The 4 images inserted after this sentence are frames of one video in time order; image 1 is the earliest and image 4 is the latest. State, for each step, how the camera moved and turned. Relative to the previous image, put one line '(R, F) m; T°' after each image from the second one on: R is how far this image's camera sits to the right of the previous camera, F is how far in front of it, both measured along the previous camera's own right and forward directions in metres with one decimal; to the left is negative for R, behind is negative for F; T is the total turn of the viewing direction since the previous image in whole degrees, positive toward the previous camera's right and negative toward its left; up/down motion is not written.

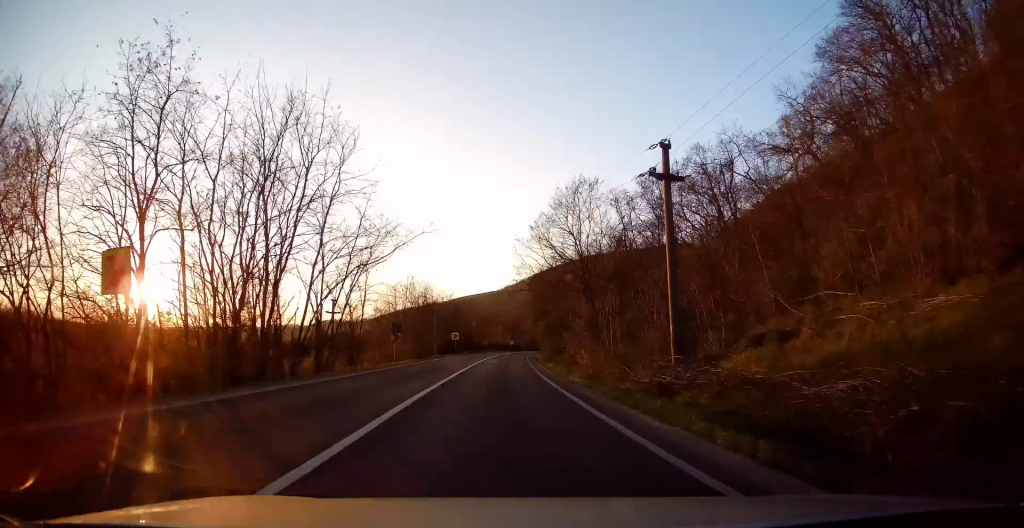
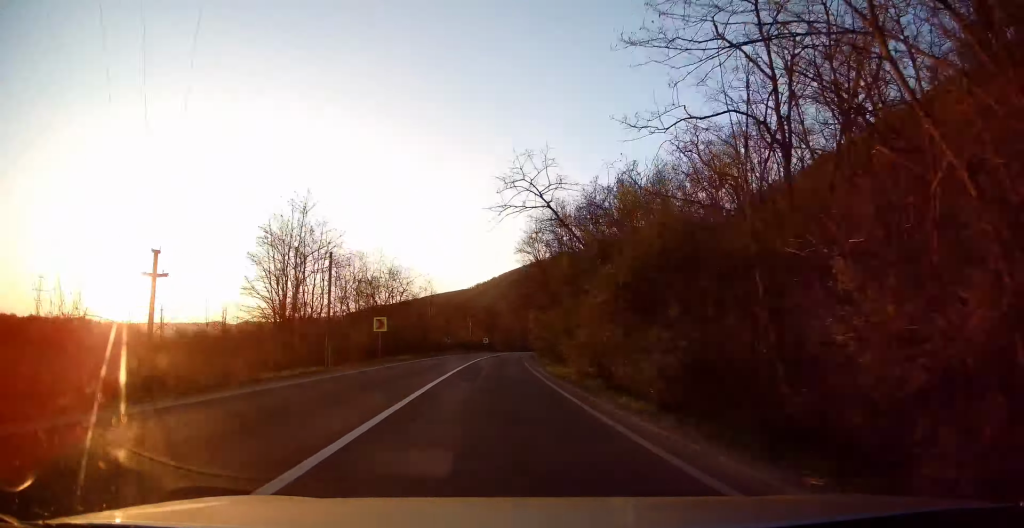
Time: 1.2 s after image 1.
(+1.4, +35.2) m; +4°
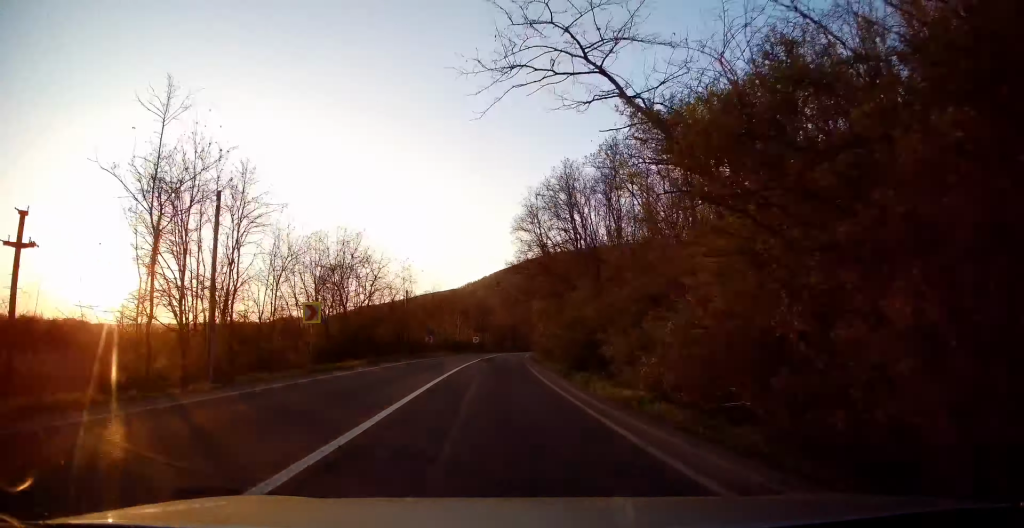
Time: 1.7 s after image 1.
(+0.2, +12.4) m; +1°
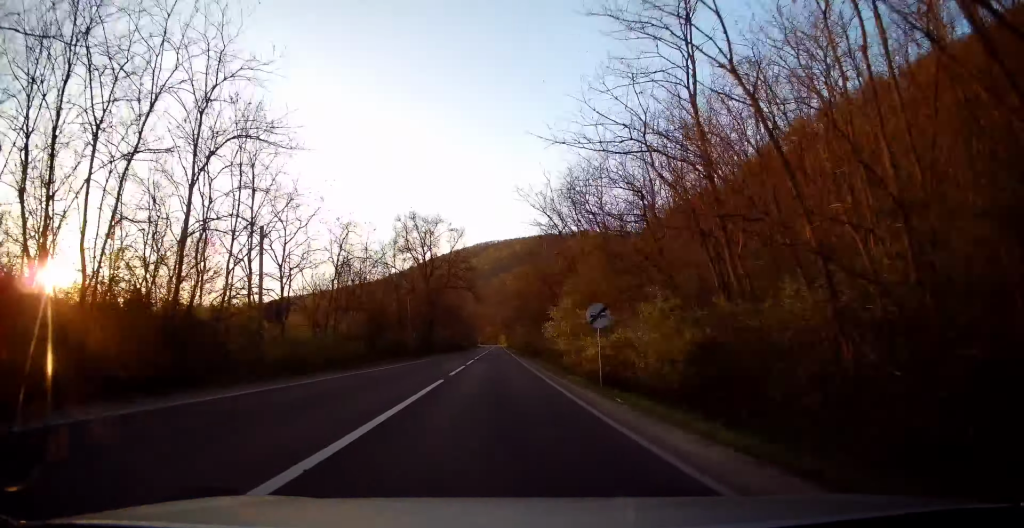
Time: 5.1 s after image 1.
(+6.8, +99.5) m; +8°
